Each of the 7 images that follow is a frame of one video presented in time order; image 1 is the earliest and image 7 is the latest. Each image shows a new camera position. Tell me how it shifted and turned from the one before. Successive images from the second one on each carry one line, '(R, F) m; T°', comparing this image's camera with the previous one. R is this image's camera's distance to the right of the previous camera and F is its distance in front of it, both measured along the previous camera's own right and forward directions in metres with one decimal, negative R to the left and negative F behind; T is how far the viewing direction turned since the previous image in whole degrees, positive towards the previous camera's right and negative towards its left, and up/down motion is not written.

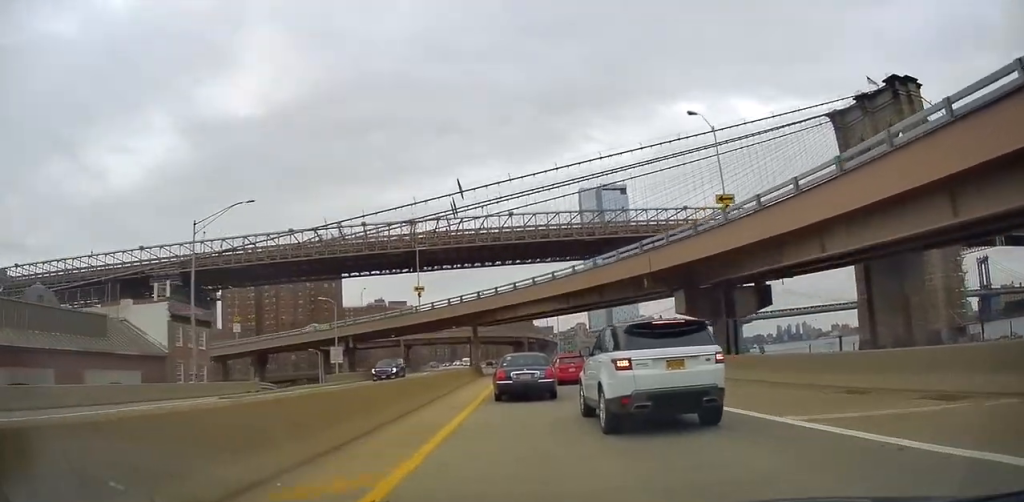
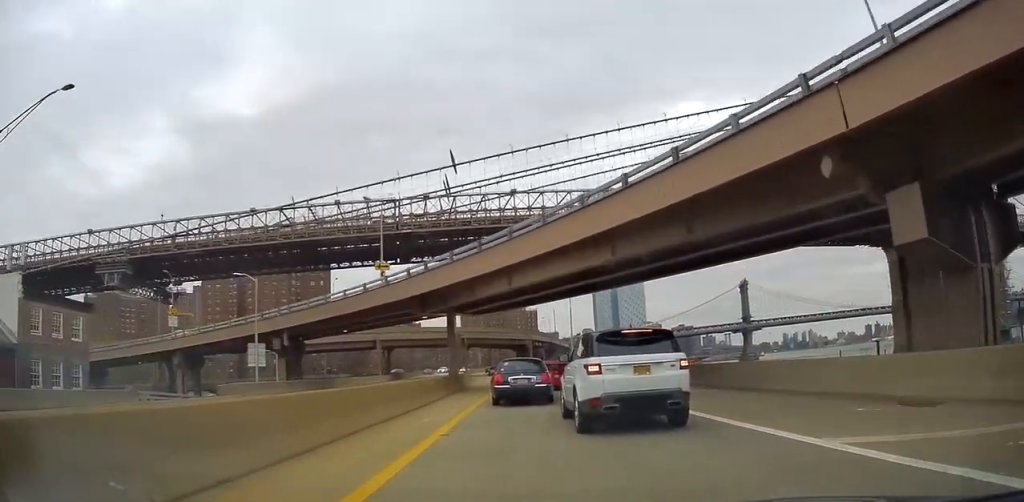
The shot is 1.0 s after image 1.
(-0.1, +20.3) m; +2°
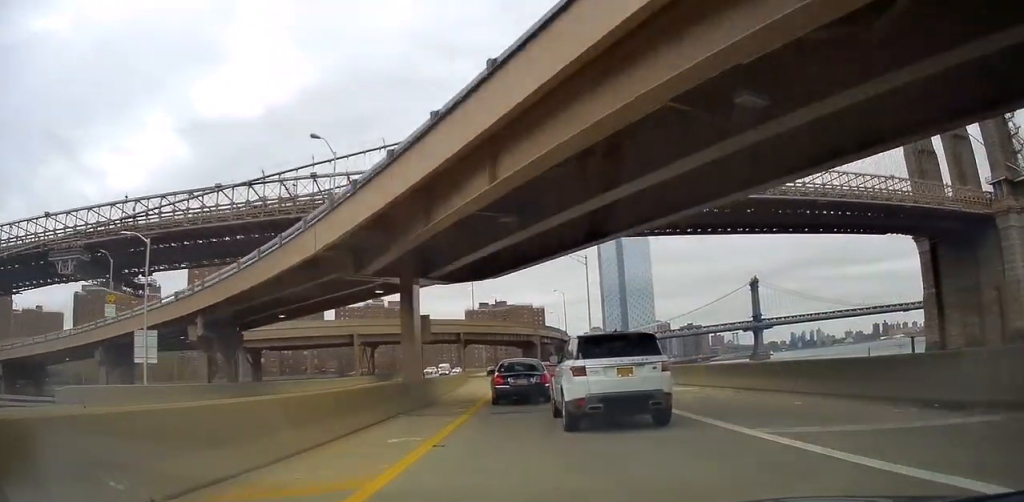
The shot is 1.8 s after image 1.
(+0.7, +14.9) m; +1°
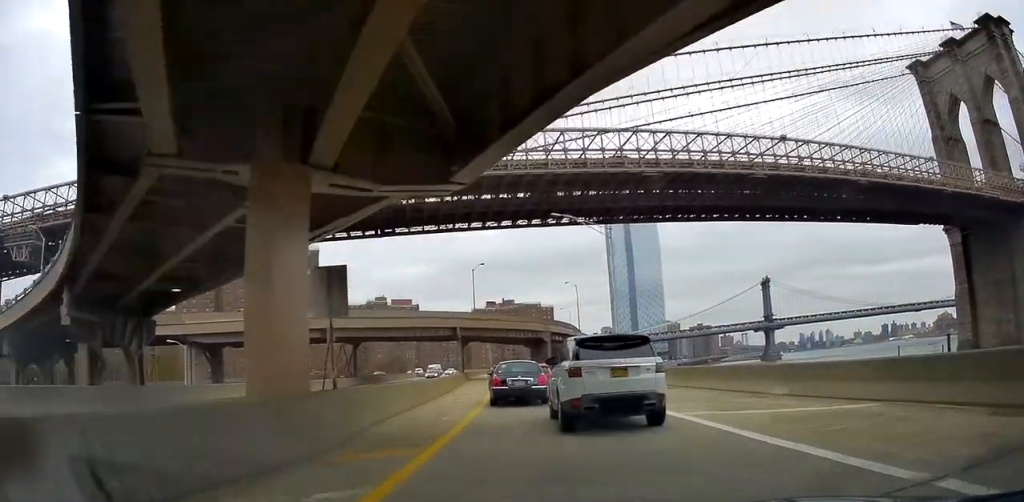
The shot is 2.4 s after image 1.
(+0.1, +12.5) m; 0°
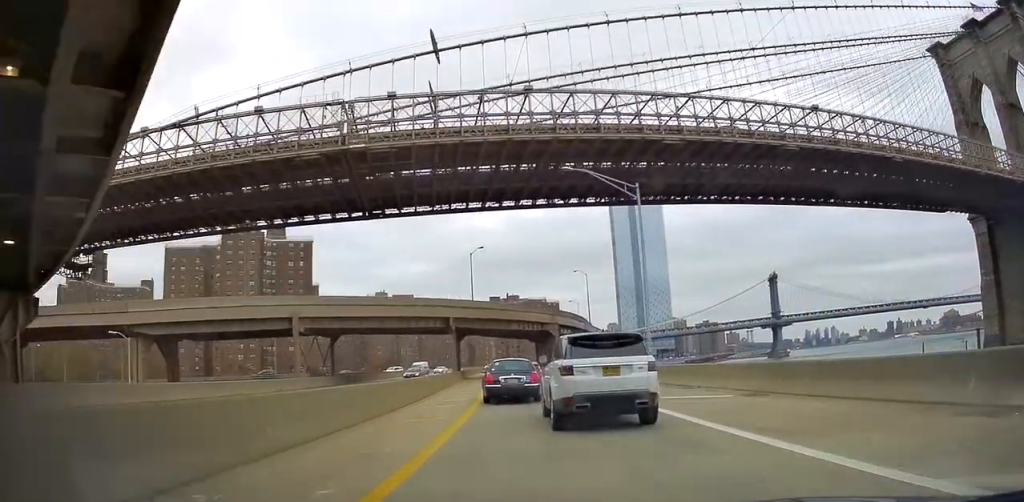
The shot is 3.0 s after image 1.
(-0.4, +9.6) m; -1°
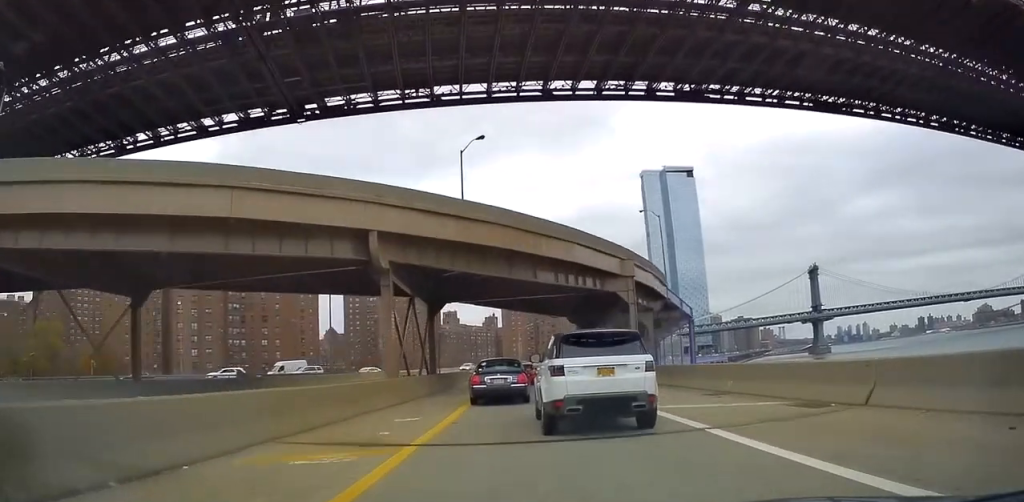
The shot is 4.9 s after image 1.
(-0.1, +34.9) m; -2°
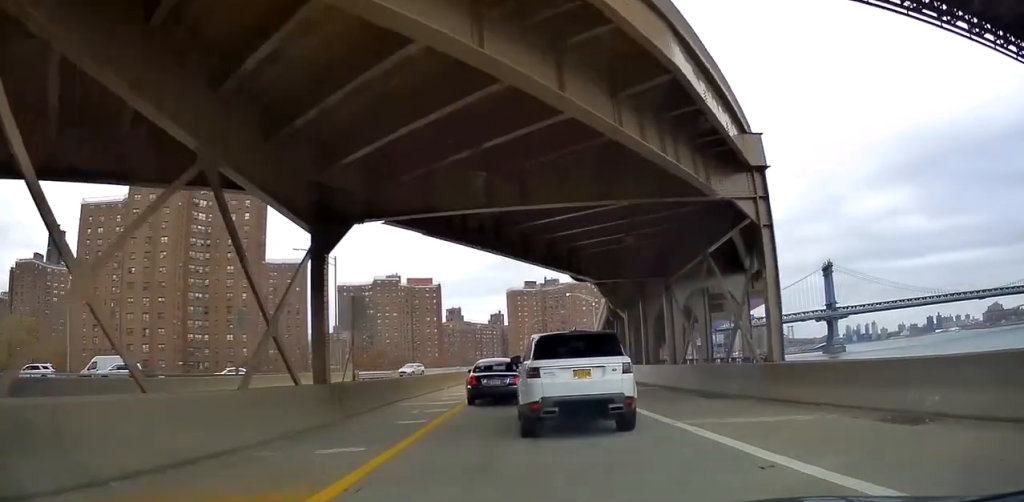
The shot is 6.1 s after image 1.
(-0.3, +19.6) m; -1°
